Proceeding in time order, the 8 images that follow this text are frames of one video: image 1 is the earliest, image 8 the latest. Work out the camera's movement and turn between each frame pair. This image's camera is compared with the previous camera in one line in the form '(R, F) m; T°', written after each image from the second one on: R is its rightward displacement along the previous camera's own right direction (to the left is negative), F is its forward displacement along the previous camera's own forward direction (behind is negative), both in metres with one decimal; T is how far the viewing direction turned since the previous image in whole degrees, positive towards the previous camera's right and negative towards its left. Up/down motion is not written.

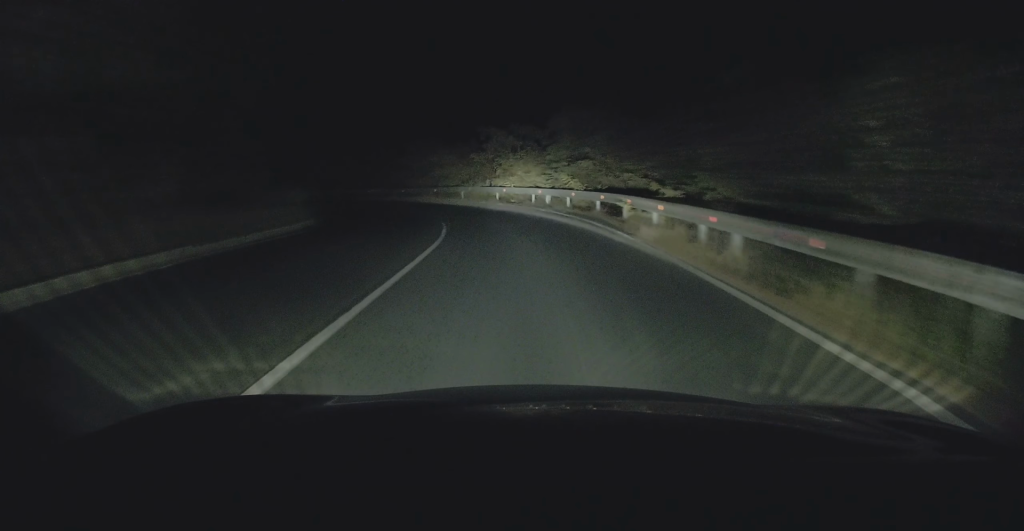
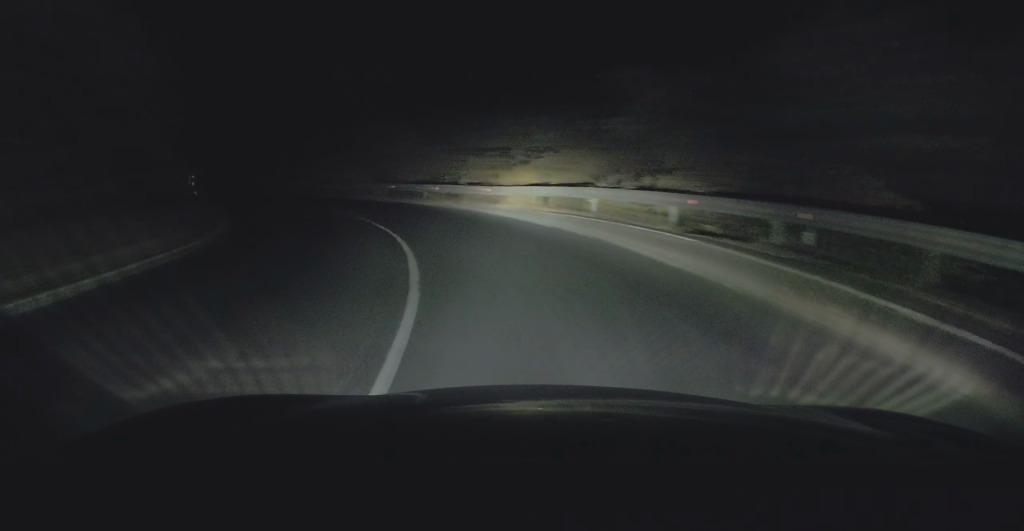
(-0.6, +18.9) m; -9°
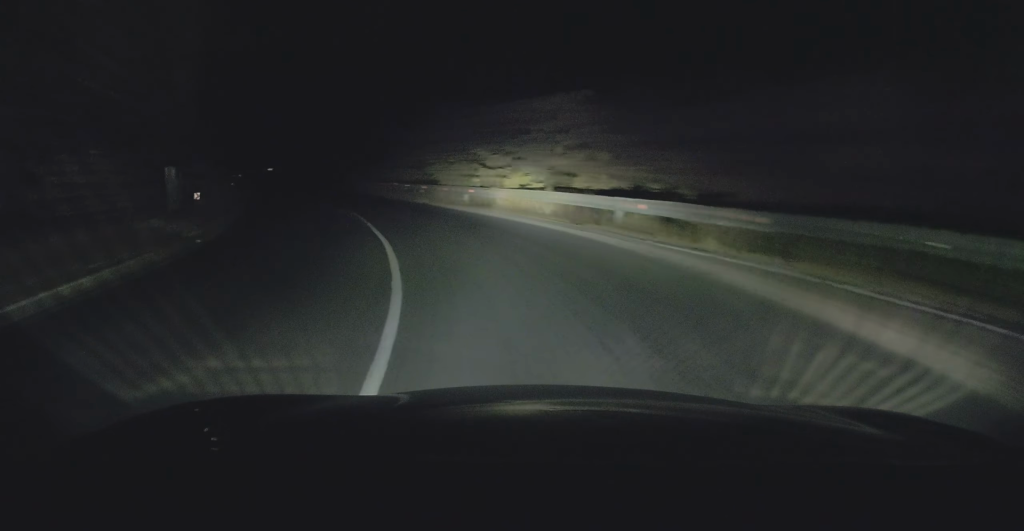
(-1.4, +13.0) m; -15°
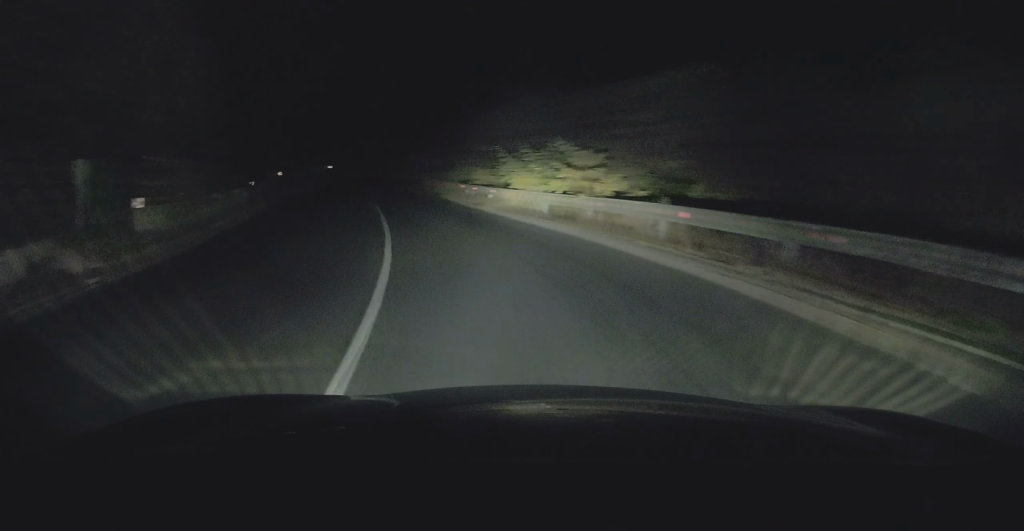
(+0.1, +5.7) m; -7°
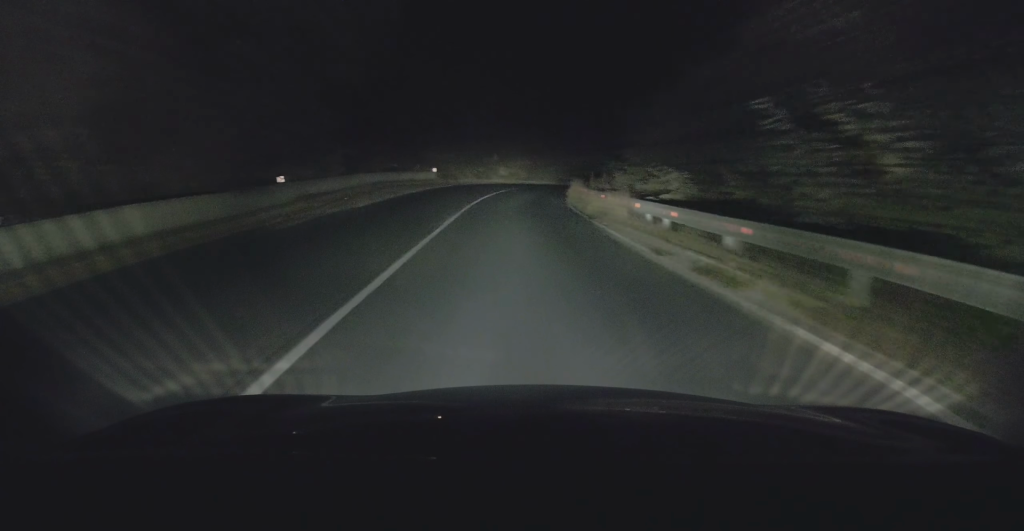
(-3.1, +16.9) m; -16°
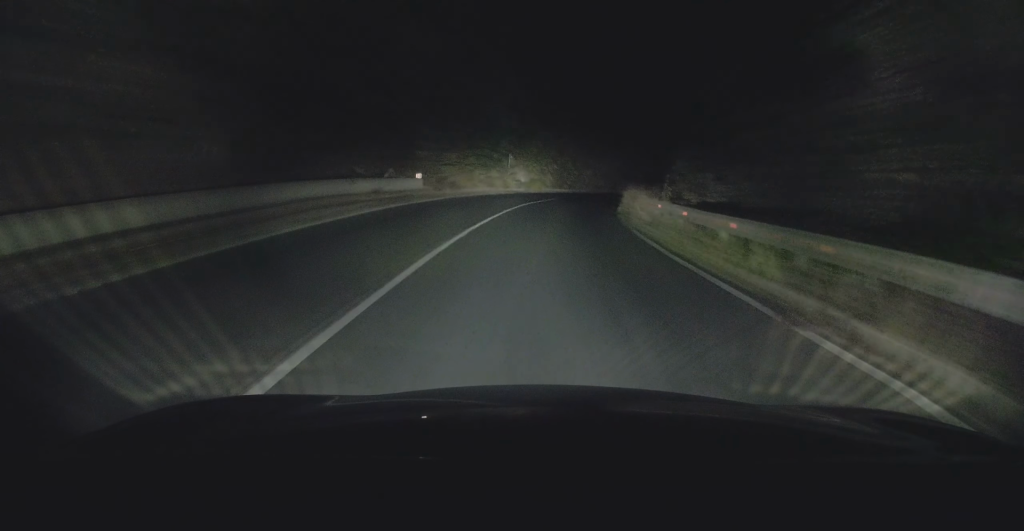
(-1.2, +14.0) m; -7°
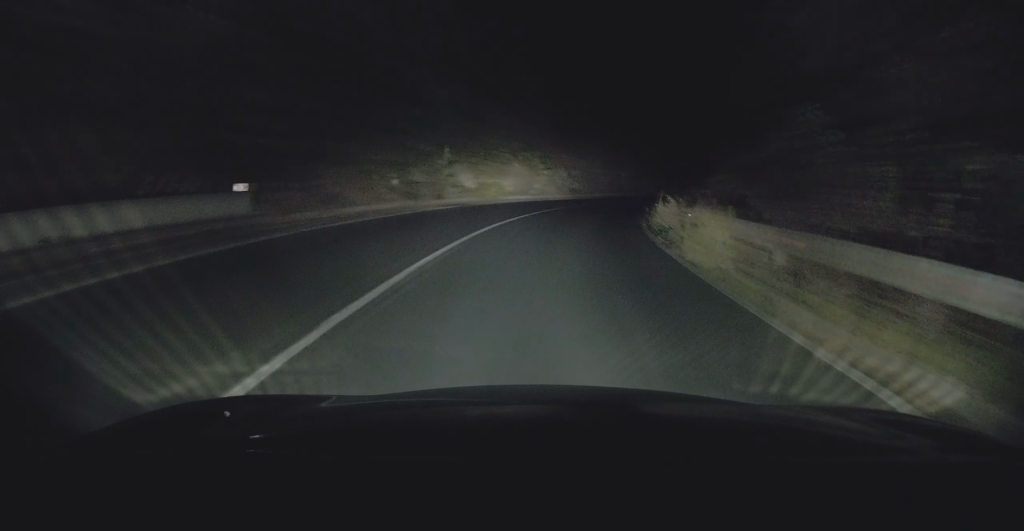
(-0.4, +16.0) m; +2°
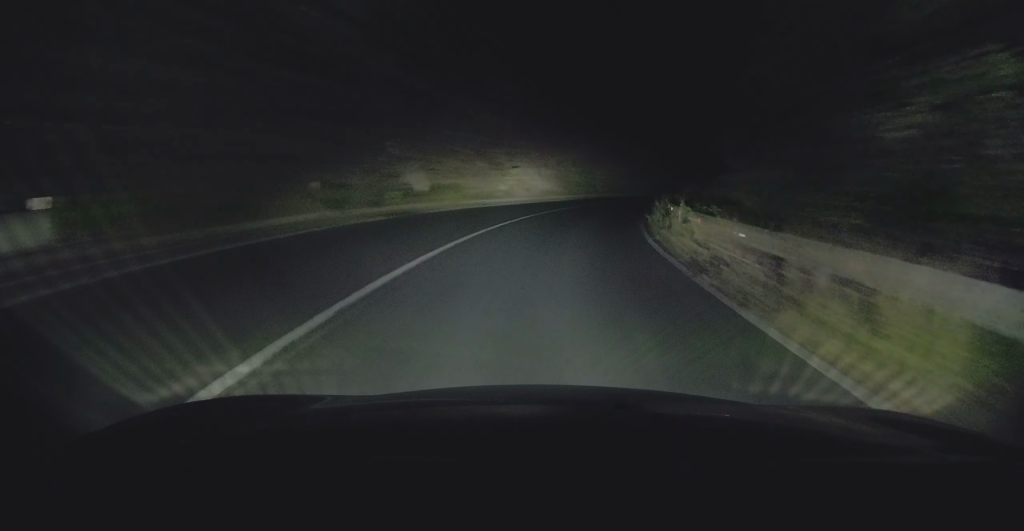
(-0.1, +6.0) m; +3°
